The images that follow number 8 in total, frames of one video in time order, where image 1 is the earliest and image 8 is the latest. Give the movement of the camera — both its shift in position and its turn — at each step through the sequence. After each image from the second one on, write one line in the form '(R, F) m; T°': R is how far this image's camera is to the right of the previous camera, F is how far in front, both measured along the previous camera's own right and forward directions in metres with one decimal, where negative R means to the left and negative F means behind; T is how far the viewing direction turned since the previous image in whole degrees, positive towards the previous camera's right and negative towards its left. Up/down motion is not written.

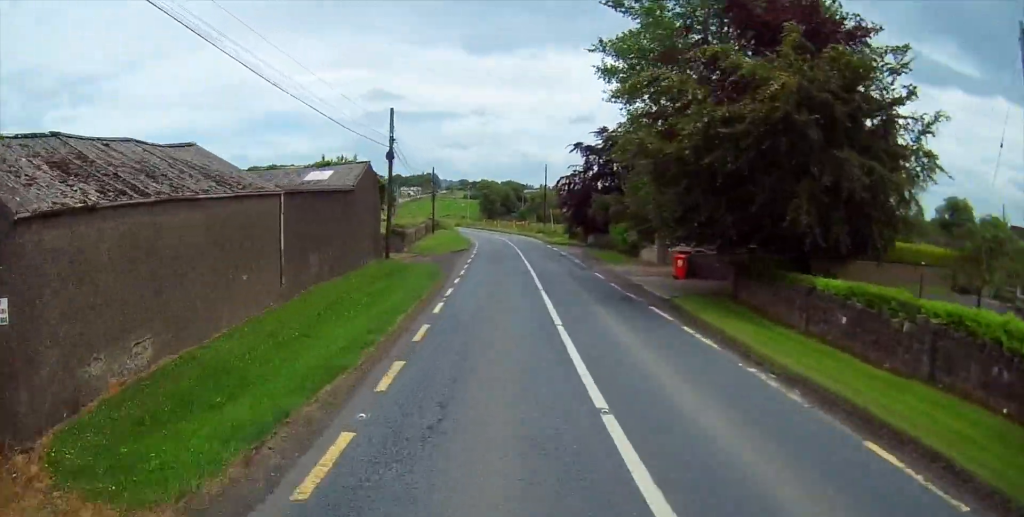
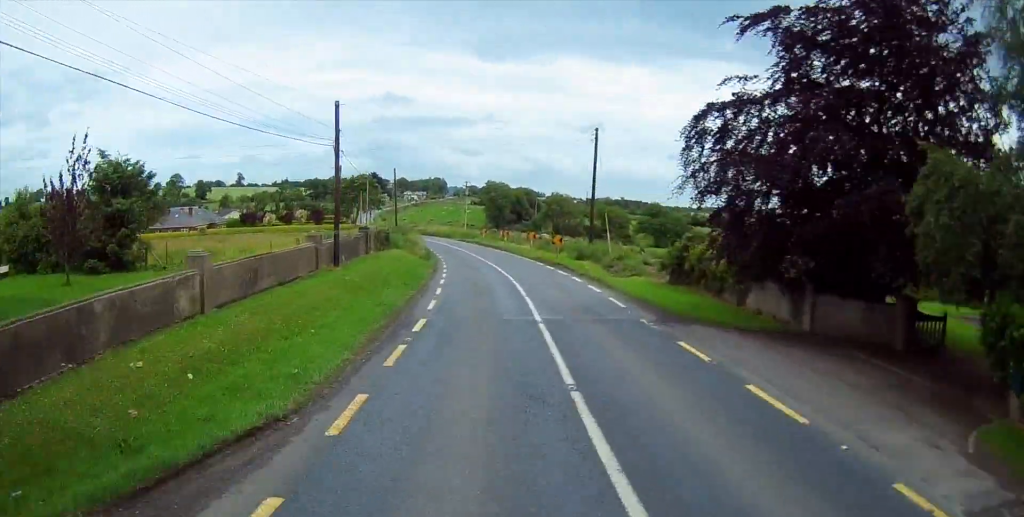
(+0.1, +39.7) m; 0°
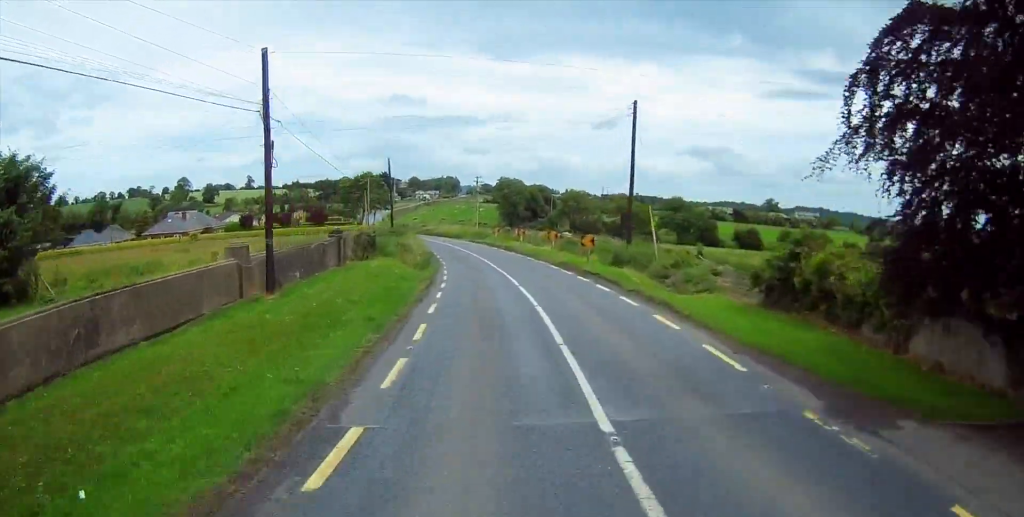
(0.0, +9.1) m; 0°
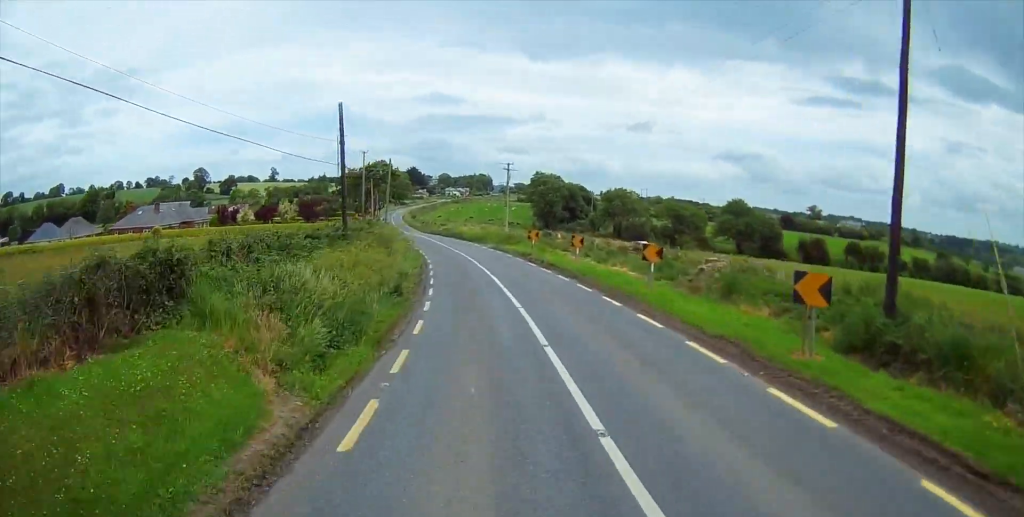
(-0.4, +23.0) m; -3°
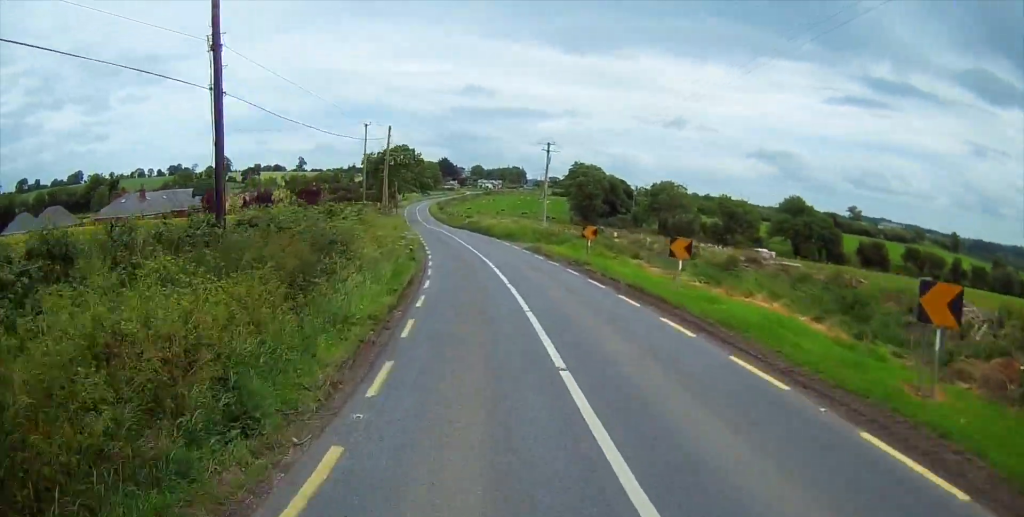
(-0.5, +14.9) m; -3°
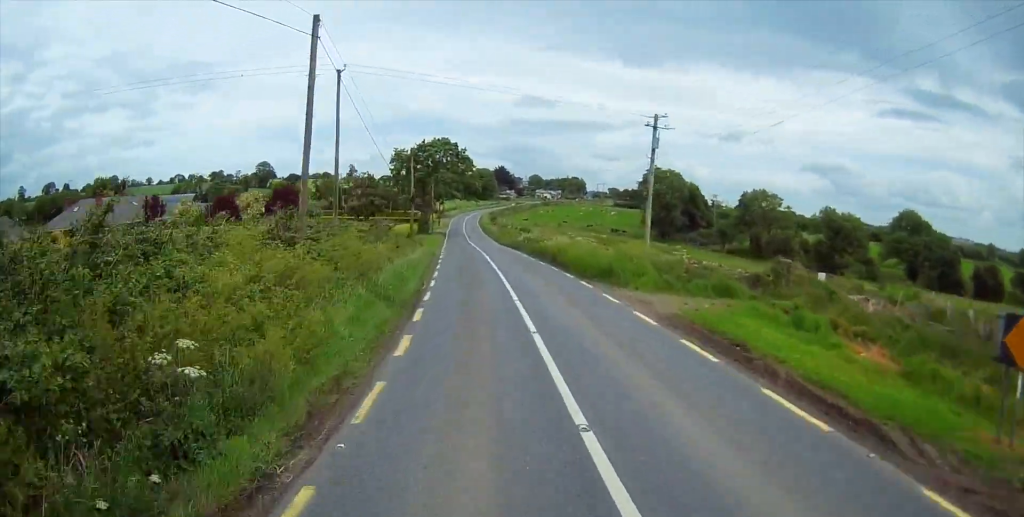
(-0.9, +25.9) m; -5°
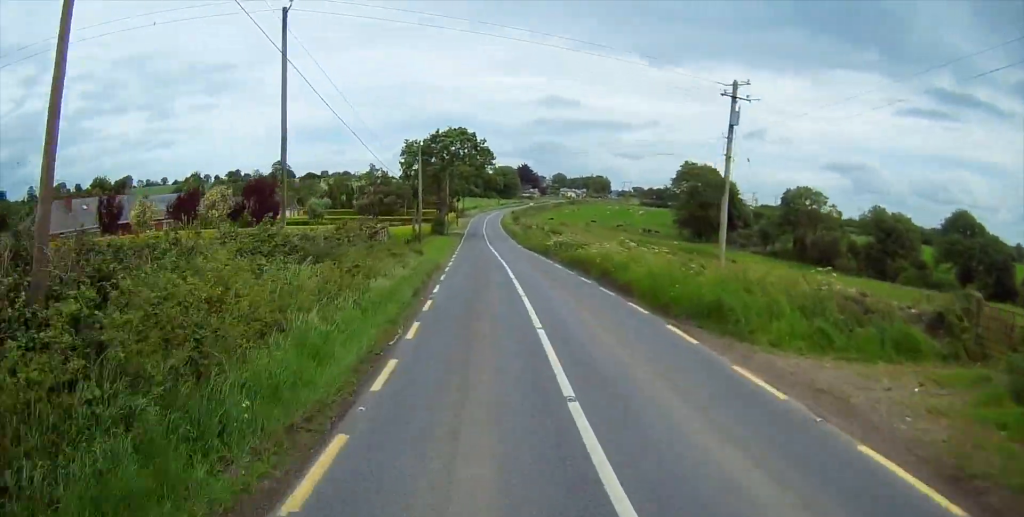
(-0.4, +10.9) m; -2°
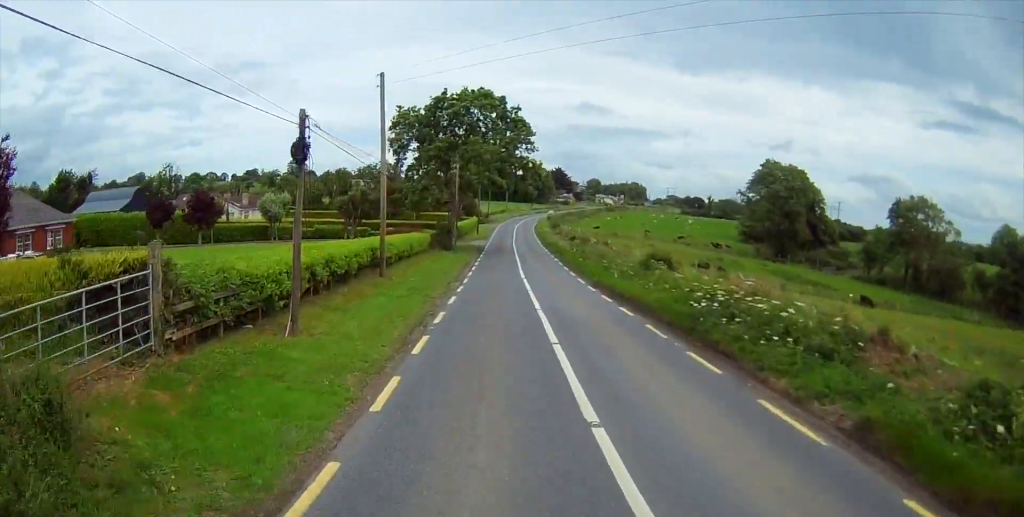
(-1.0, +29.7) m; -3°
